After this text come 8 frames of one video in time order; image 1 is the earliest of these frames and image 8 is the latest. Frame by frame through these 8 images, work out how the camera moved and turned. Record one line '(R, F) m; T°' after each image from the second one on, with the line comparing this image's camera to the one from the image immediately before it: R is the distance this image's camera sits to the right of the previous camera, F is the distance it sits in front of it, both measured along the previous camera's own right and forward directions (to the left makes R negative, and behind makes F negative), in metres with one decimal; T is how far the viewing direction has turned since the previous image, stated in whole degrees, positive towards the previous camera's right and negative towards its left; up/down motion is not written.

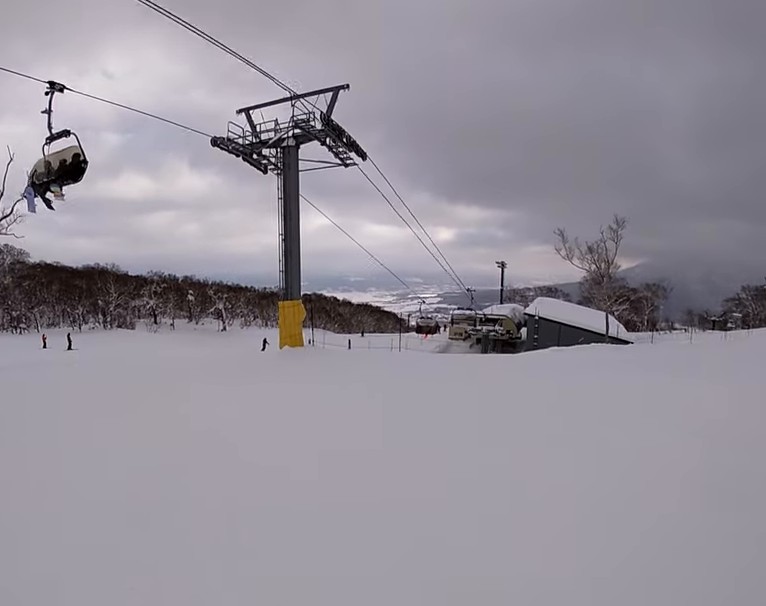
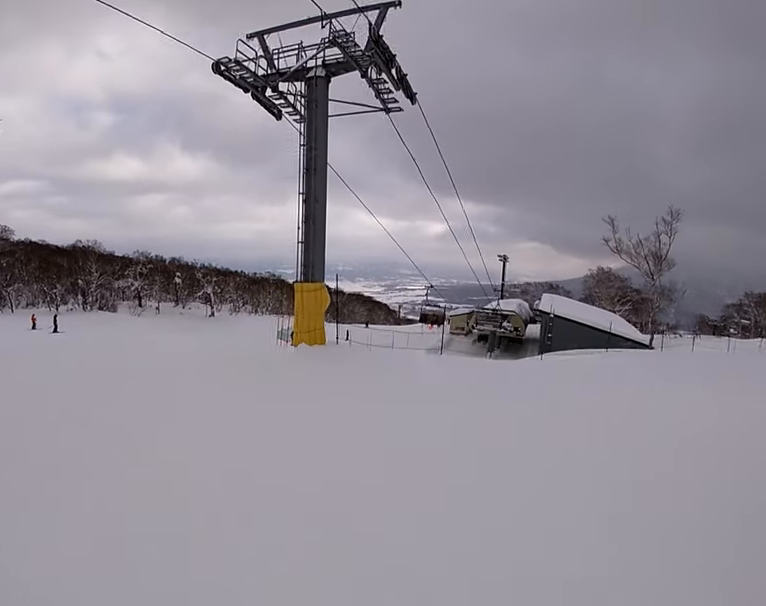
(+0.1, +5.1) m; +1°
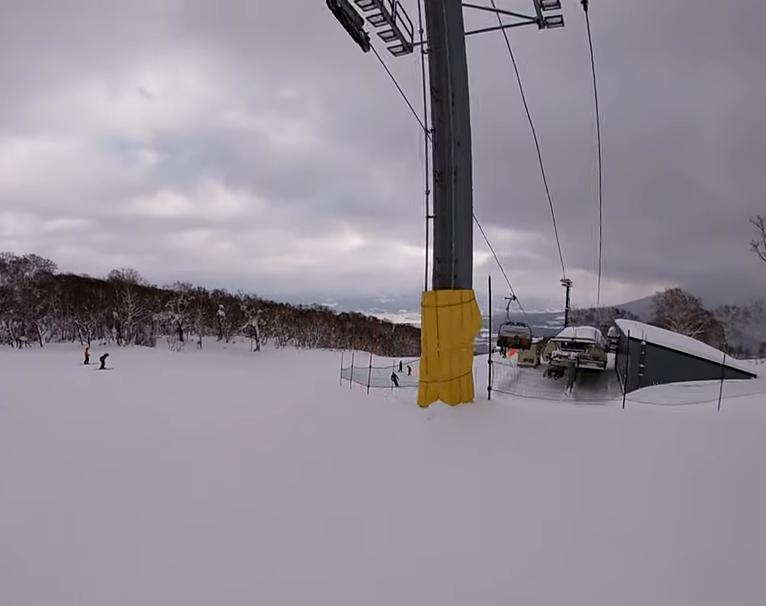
(+0.4, +7.1) m; 0°
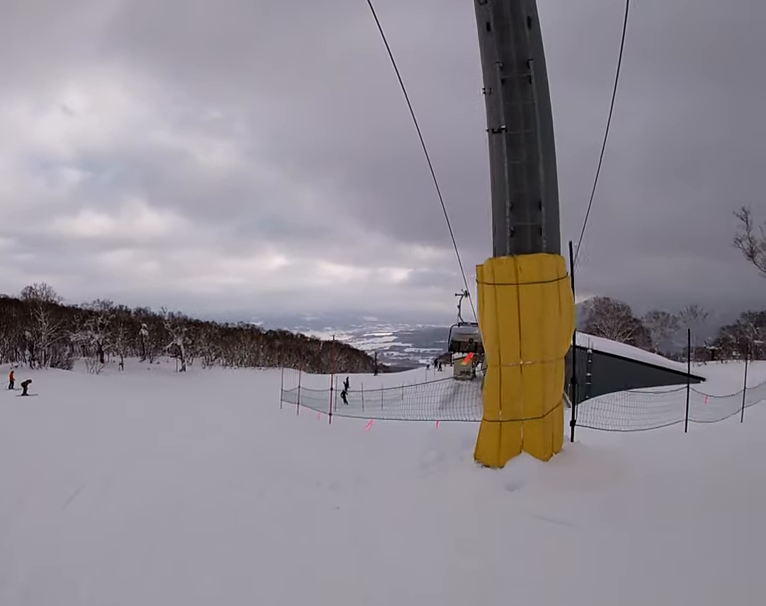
(-0.3, +4.1) m; +3°
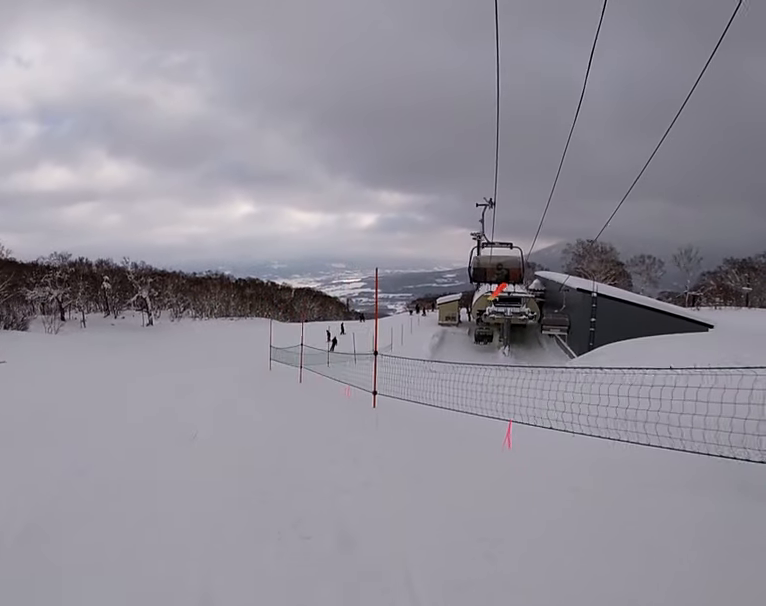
(-0.6, +5.2) m; +4°
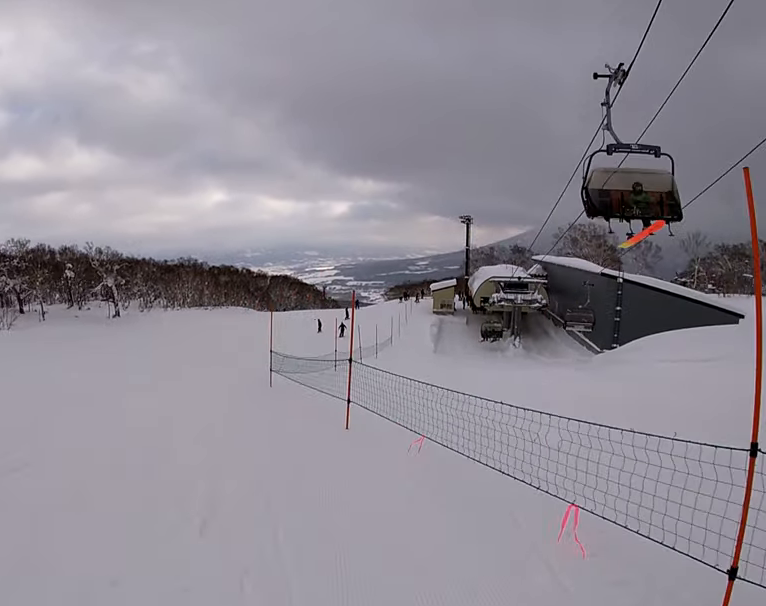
(+1.4, +7.0) m; +16°
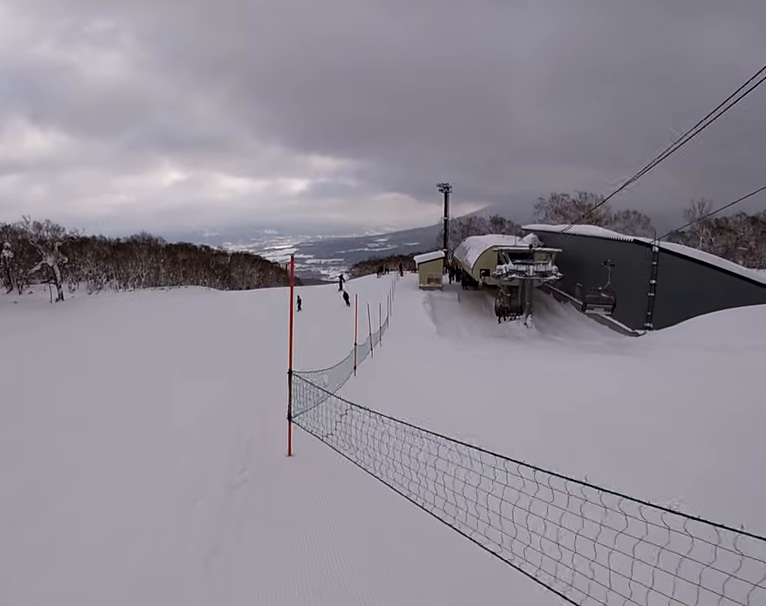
(+1.4, +8.4) m; +11°
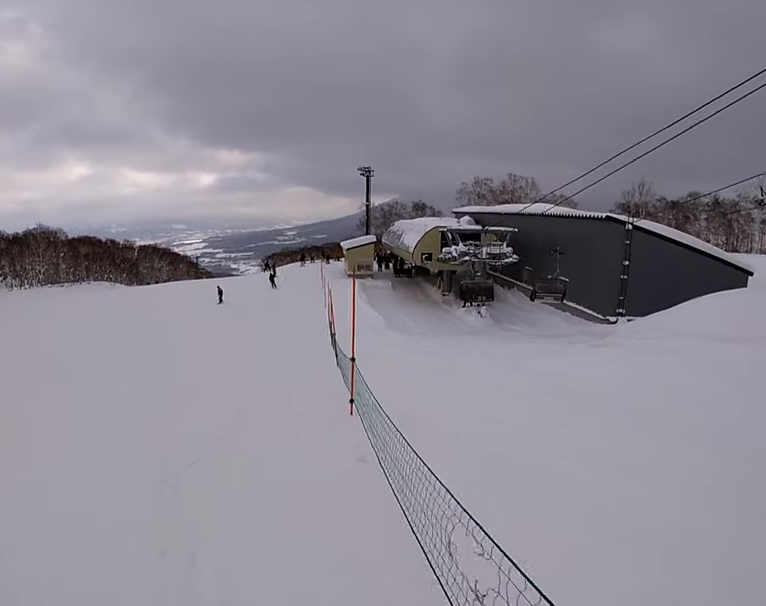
(+0.4, +6.9) m; +4°
